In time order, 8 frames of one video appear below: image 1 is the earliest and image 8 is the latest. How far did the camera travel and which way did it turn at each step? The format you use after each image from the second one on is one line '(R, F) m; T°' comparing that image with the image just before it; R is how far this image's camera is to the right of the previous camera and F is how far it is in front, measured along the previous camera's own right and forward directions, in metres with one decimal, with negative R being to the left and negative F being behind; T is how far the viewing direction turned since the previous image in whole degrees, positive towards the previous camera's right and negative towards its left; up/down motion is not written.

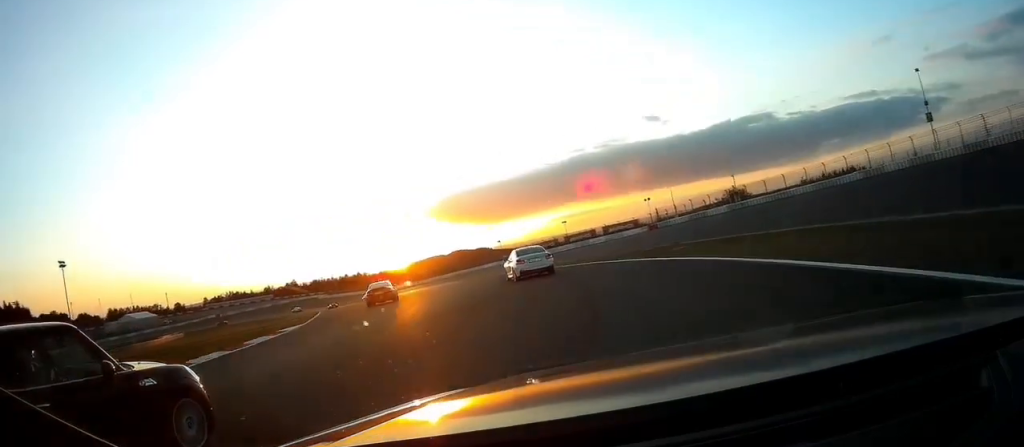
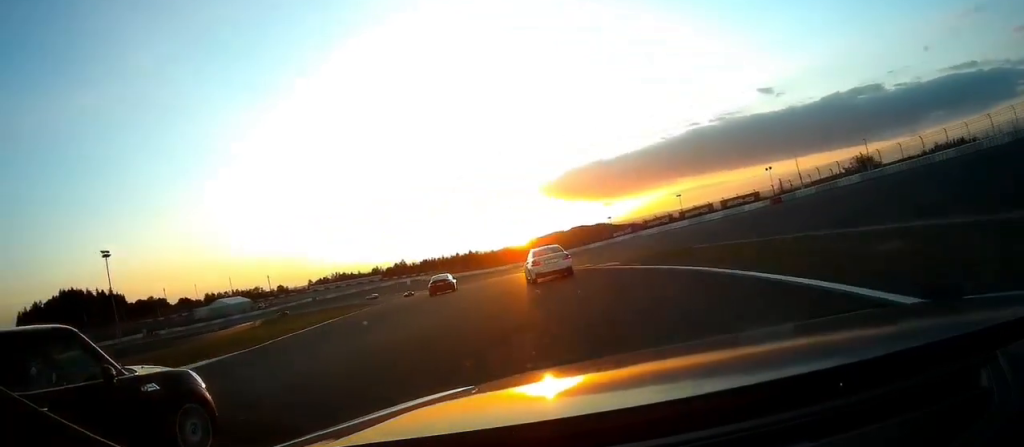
(-2.8, +13.3) m; -15°
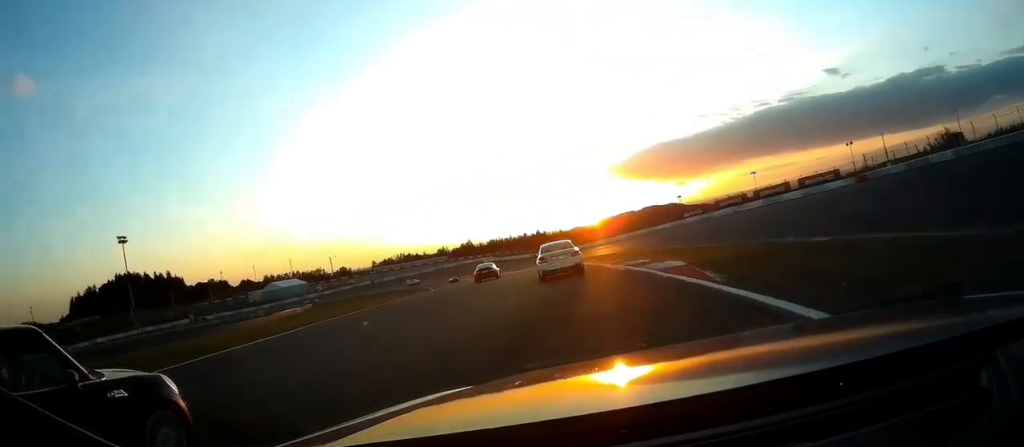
(+0.4, +9.6) m; -10°
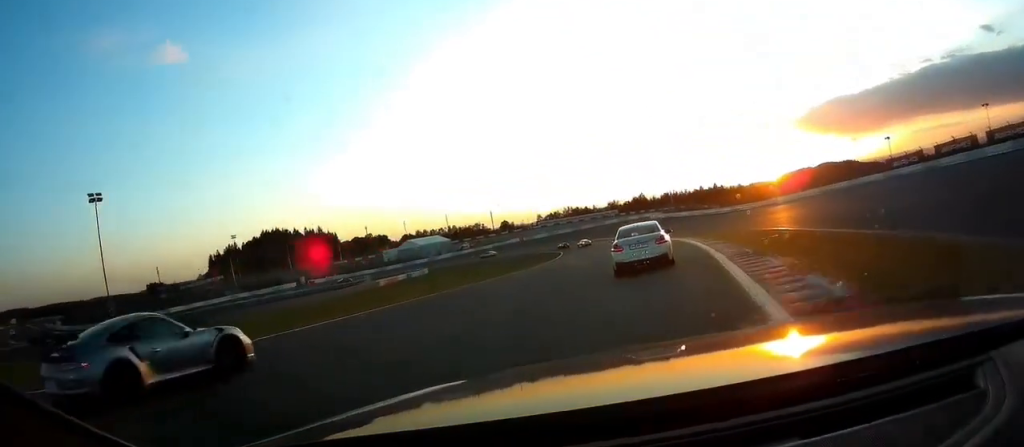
(-8.4, +31.2) m; -21°
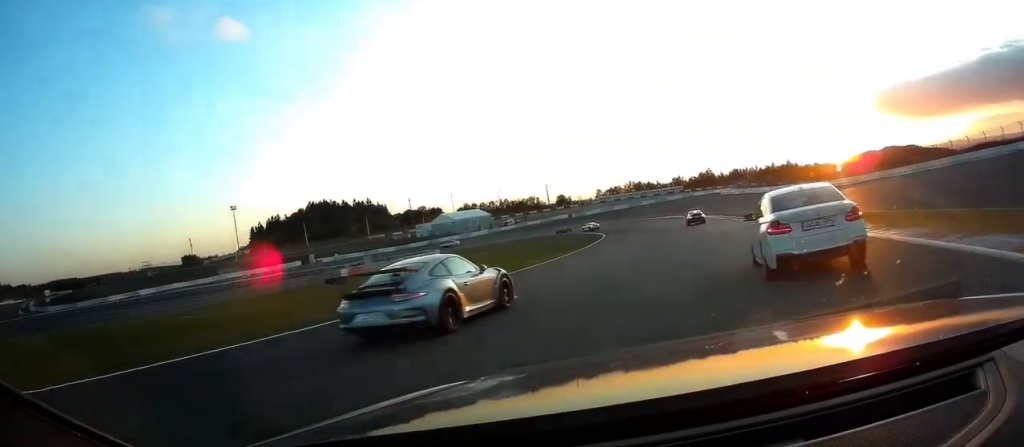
(-2.2, +25.7) m; -5°
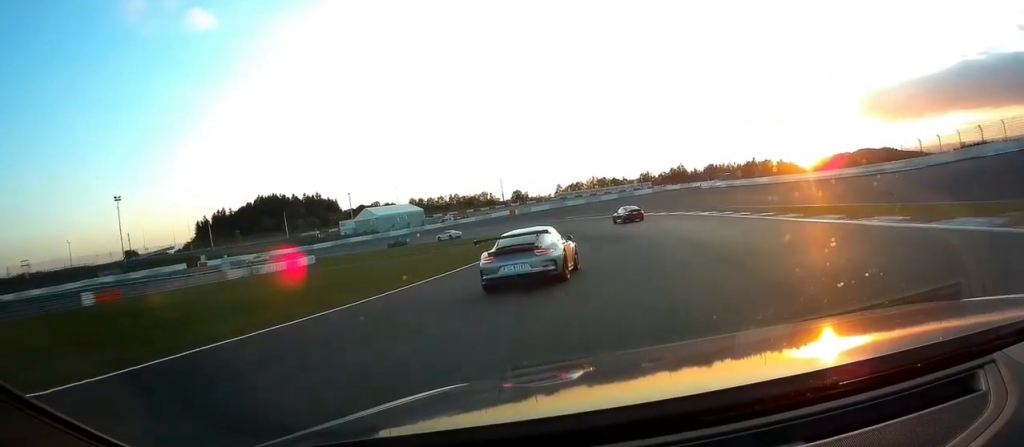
(-0.3, +26.7) m; -3°
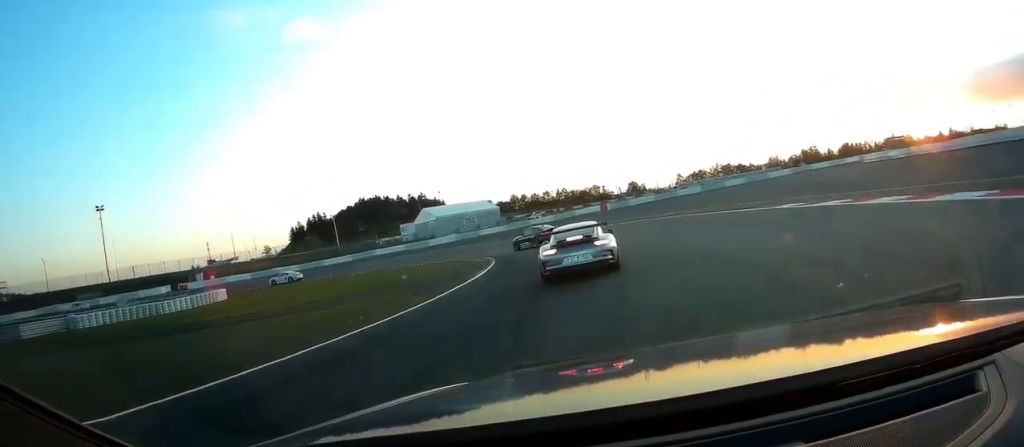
(-2.4, +34.2) m; -14°
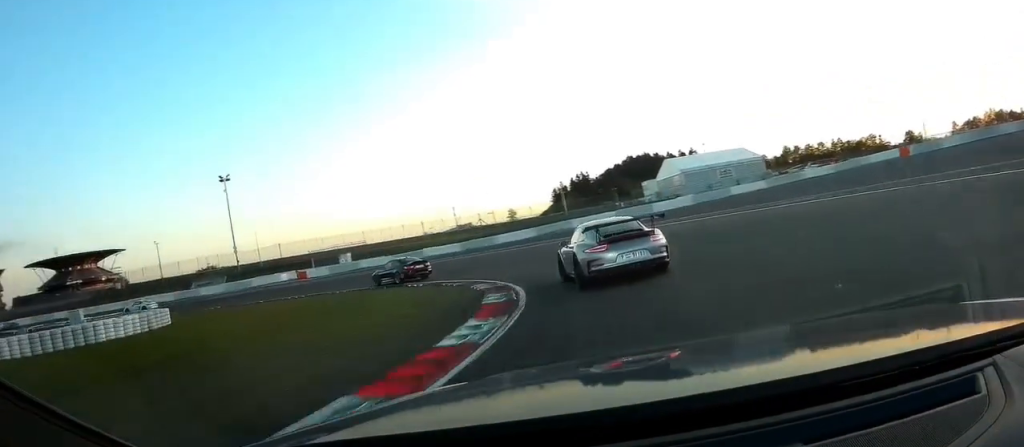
(-6.7, +29.2) m; -37°
